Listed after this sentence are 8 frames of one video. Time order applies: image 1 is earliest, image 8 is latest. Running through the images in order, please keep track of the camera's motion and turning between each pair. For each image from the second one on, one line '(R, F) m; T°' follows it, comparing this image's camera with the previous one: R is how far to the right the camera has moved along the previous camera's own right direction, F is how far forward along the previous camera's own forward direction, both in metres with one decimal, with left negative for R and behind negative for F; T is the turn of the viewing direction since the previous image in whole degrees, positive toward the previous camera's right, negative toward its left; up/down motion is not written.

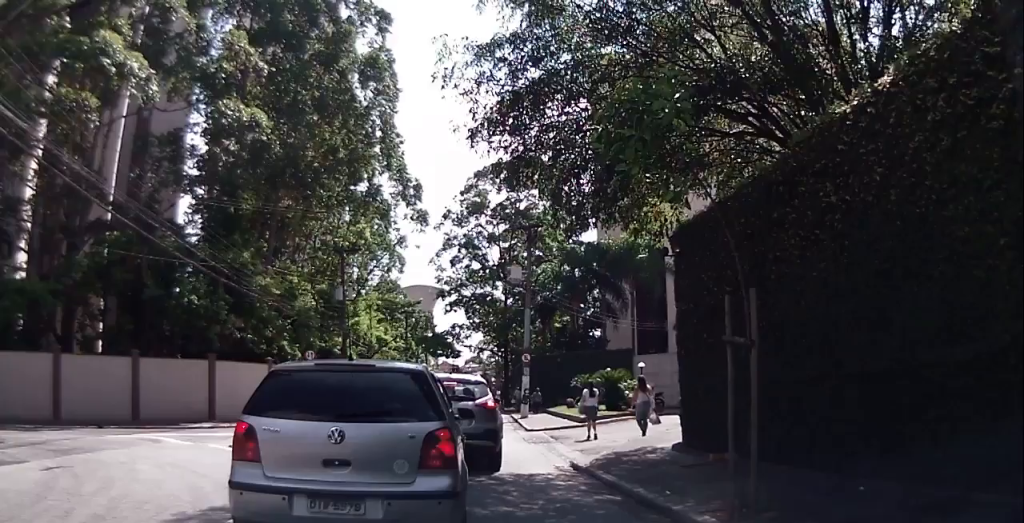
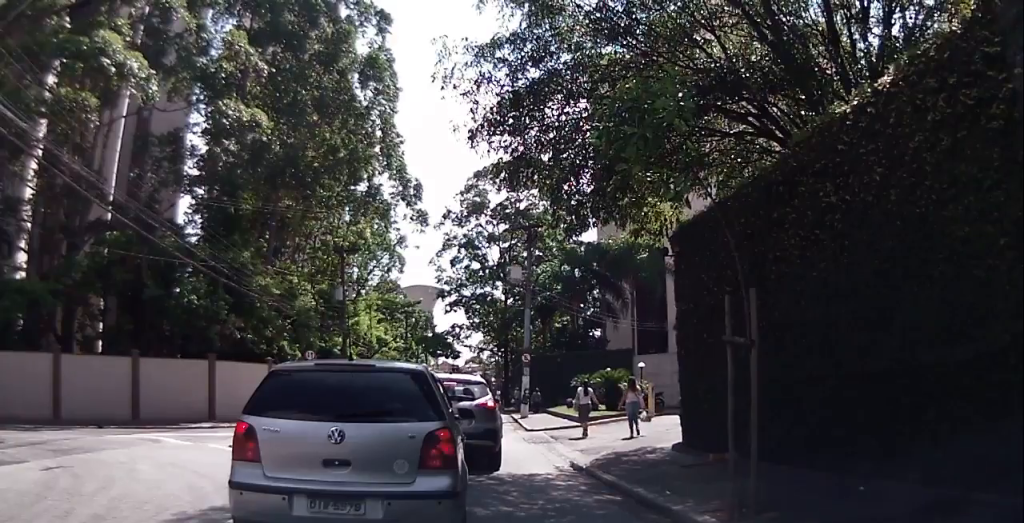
(0.0, 0.0) m; 0°
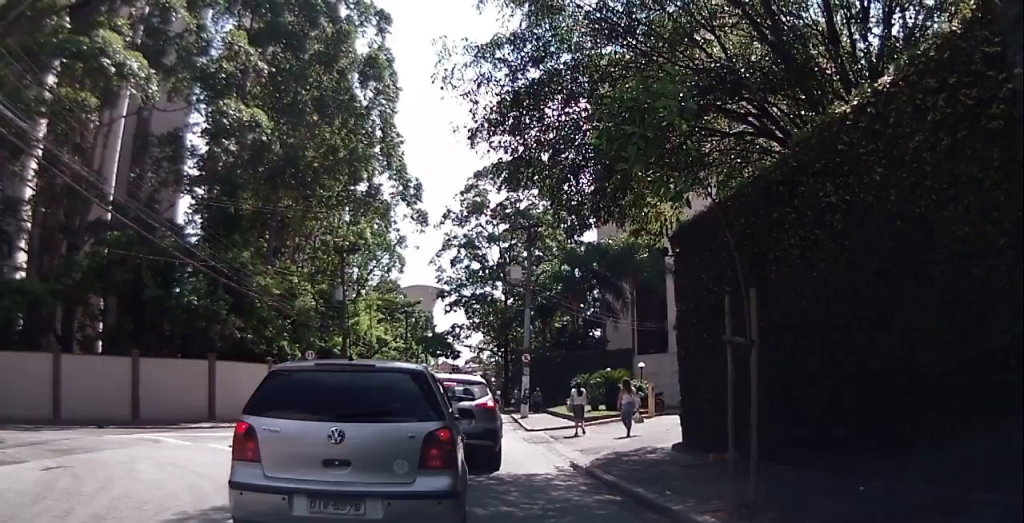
(0.0, 0.0) m; 0°
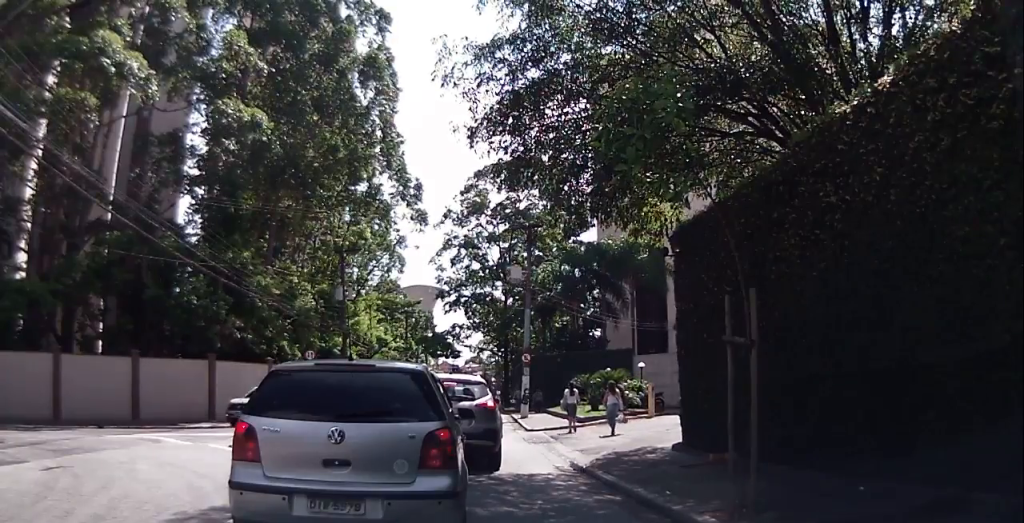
(0.0, 0.0) m; 0°
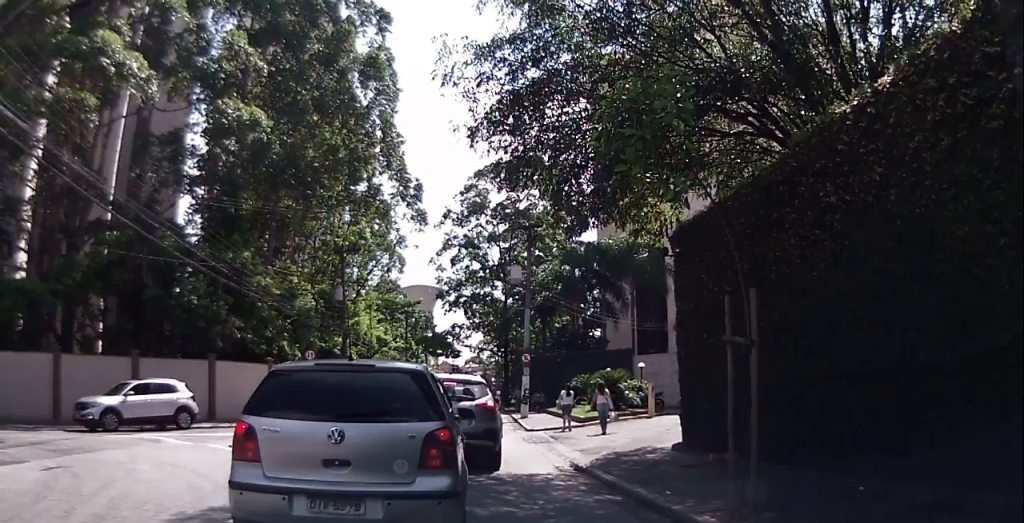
(0.0, 0.0) m; 0°
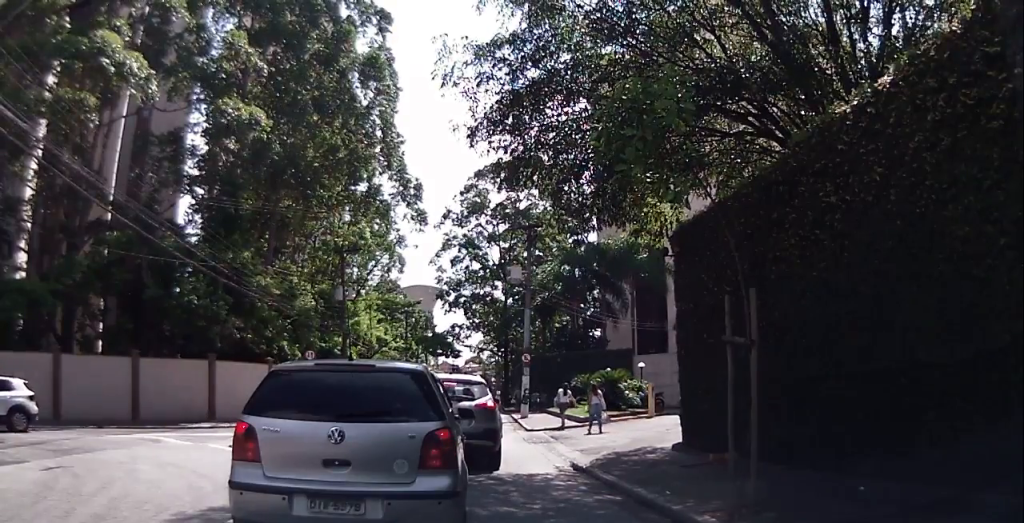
(0.0, 0.0) m; 0°
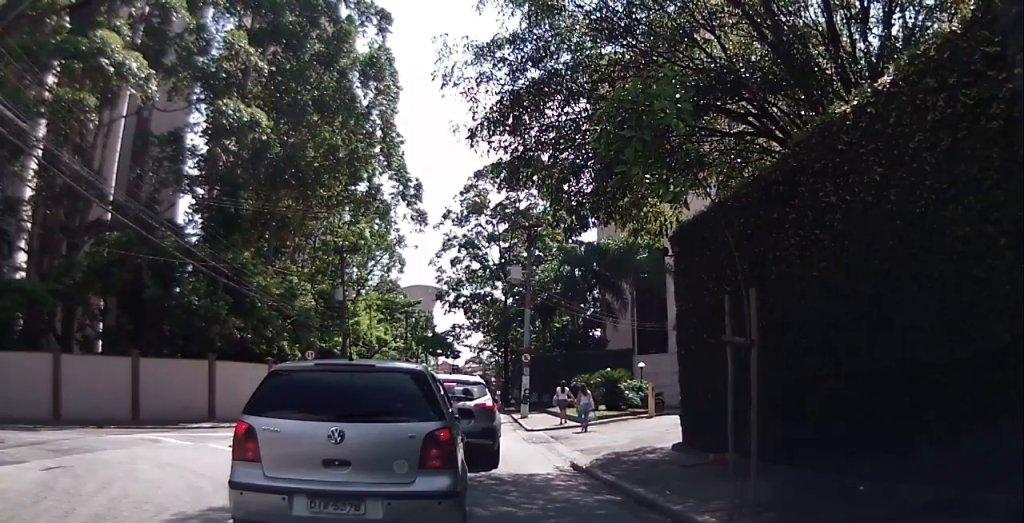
(0.0, 0.0) m; 0°
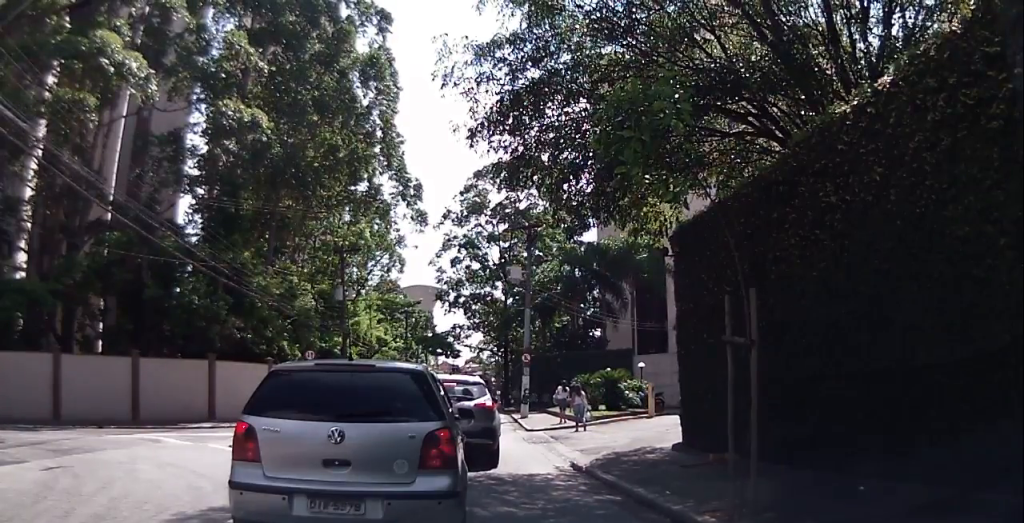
(0.0, 0.0) m; 0°
